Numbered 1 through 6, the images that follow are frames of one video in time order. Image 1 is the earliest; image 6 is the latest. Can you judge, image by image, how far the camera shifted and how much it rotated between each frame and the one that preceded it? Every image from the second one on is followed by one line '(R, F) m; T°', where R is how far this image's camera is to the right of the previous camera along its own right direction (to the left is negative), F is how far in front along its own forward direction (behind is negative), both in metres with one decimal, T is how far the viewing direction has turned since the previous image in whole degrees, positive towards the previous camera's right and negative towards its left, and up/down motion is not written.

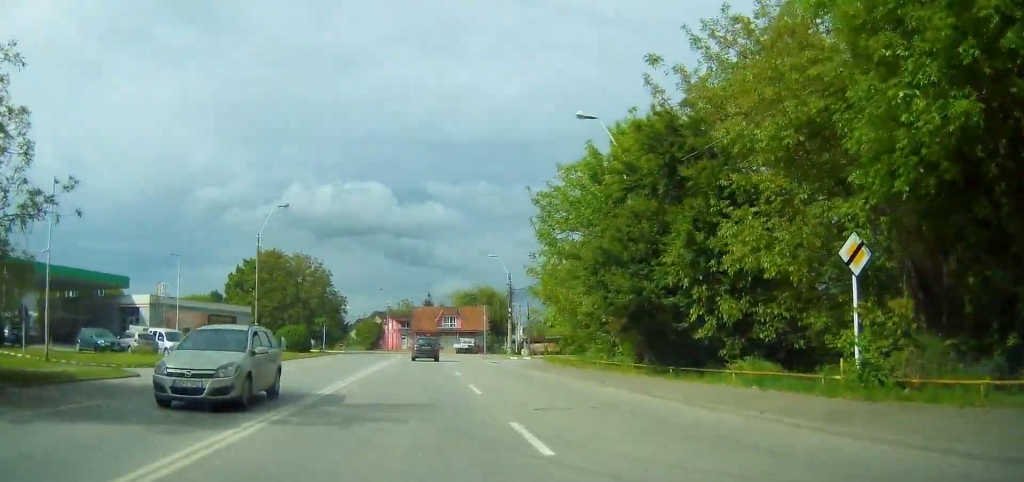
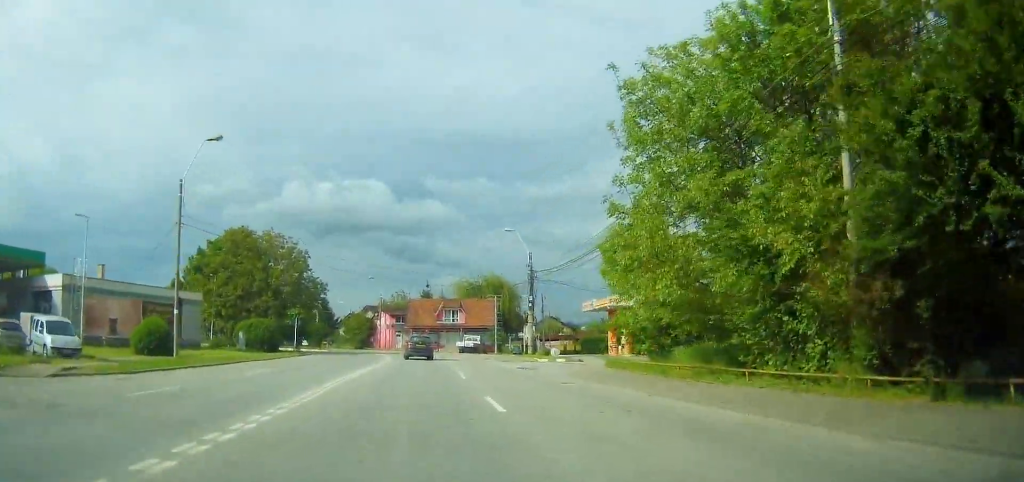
(0.0, +13.6) m; 0°
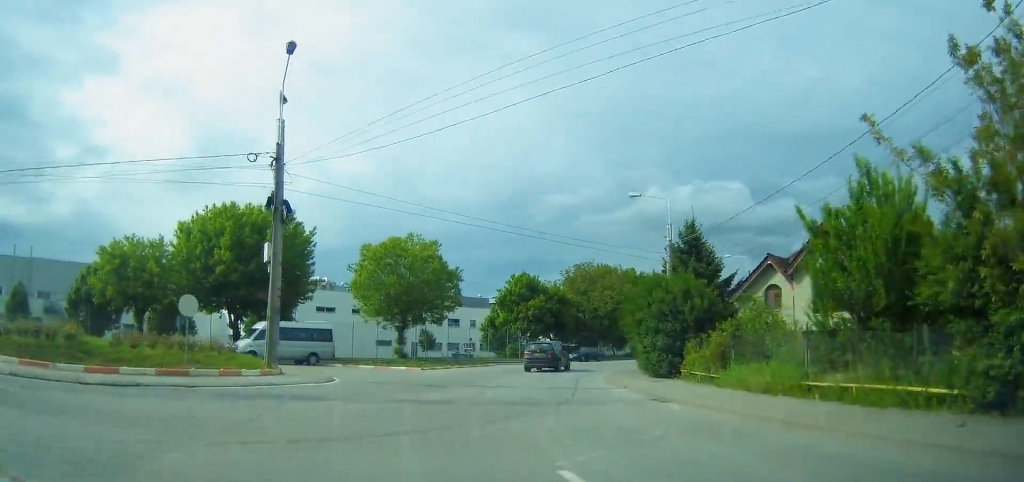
(-16.4, +83.3) m; -25°
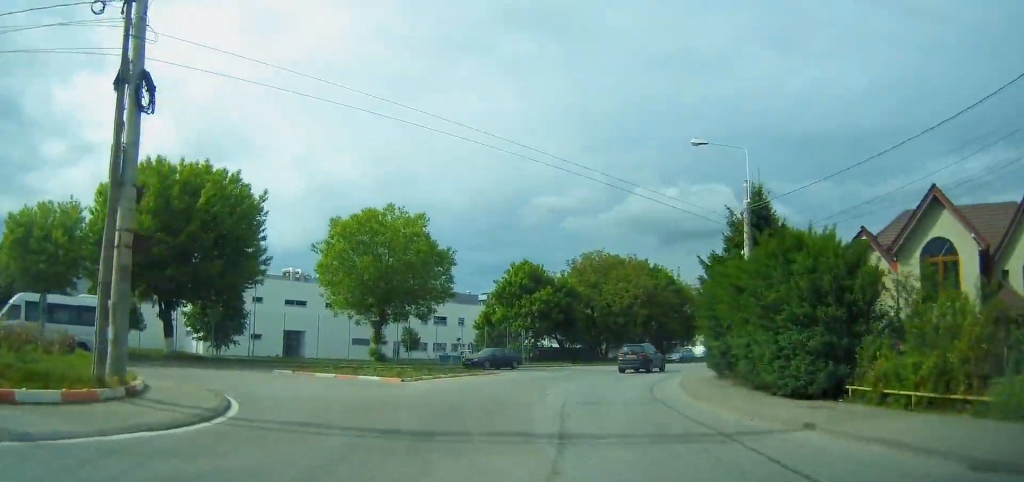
(-0.1, +11.7) m; +4°
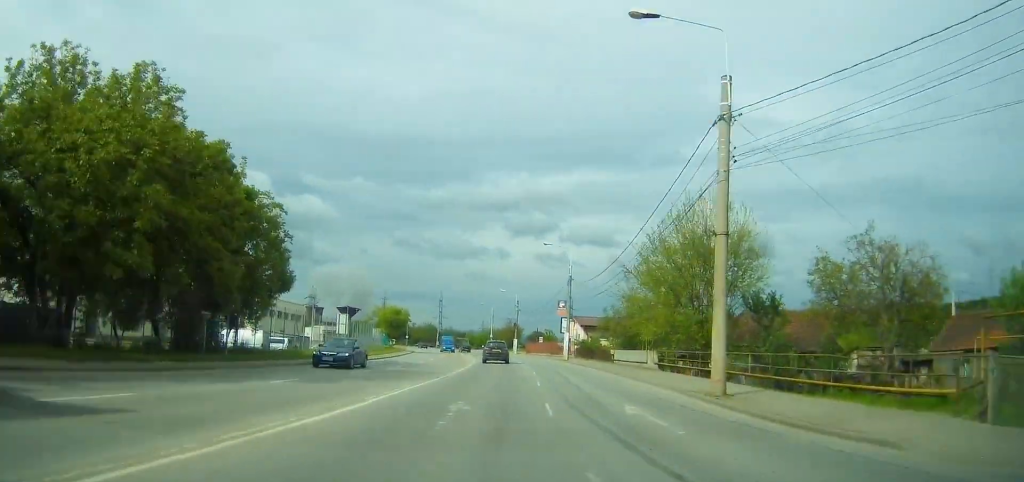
(+12.9, +42.0) m; +33°
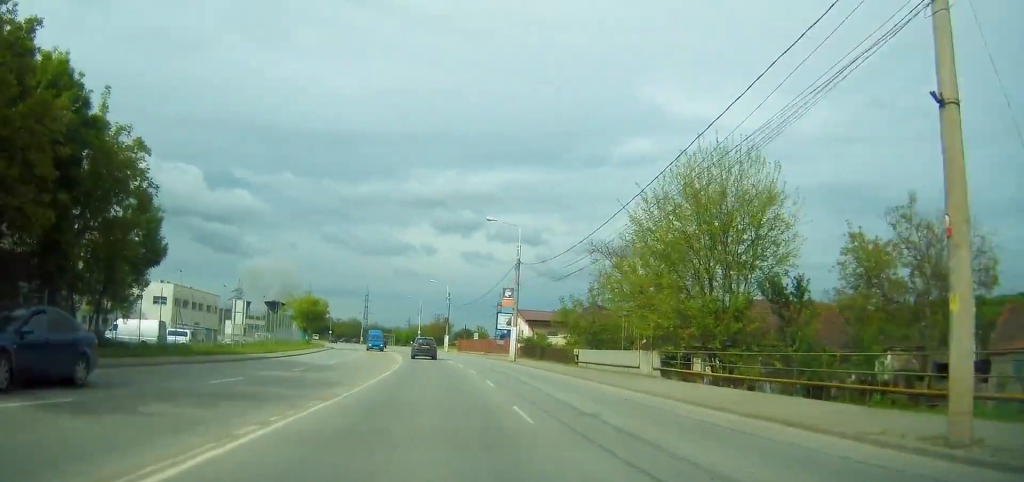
(+1.2, +10.6) m; +4°
